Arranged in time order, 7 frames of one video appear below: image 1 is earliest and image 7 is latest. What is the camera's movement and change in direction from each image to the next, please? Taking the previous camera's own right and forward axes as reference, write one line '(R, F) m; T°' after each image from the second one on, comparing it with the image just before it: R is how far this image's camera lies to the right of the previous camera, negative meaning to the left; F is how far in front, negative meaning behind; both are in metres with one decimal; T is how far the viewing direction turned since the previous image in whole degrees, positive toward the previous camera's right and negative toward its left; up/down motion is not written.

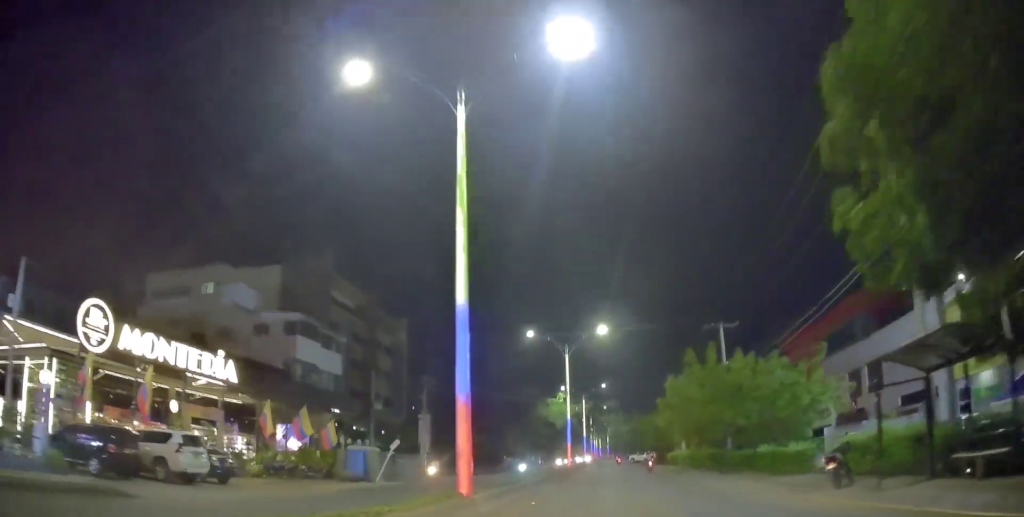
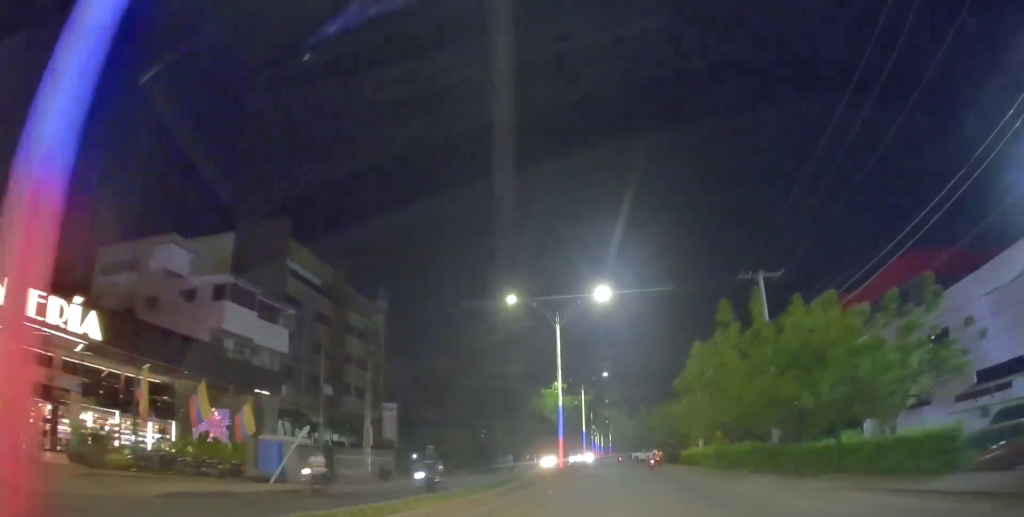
(-0.4, +10.7) m; -2°
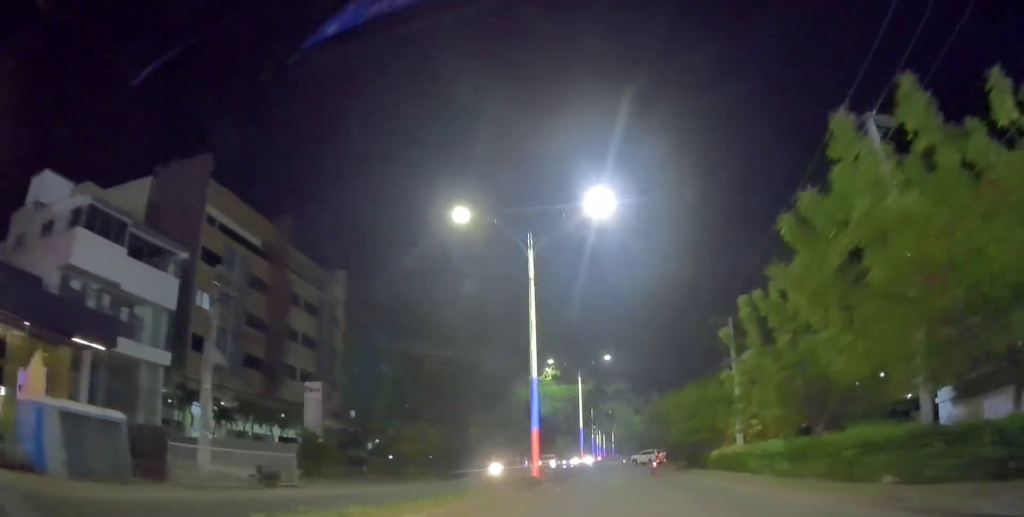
(-0.1, +14.3) m; +1°
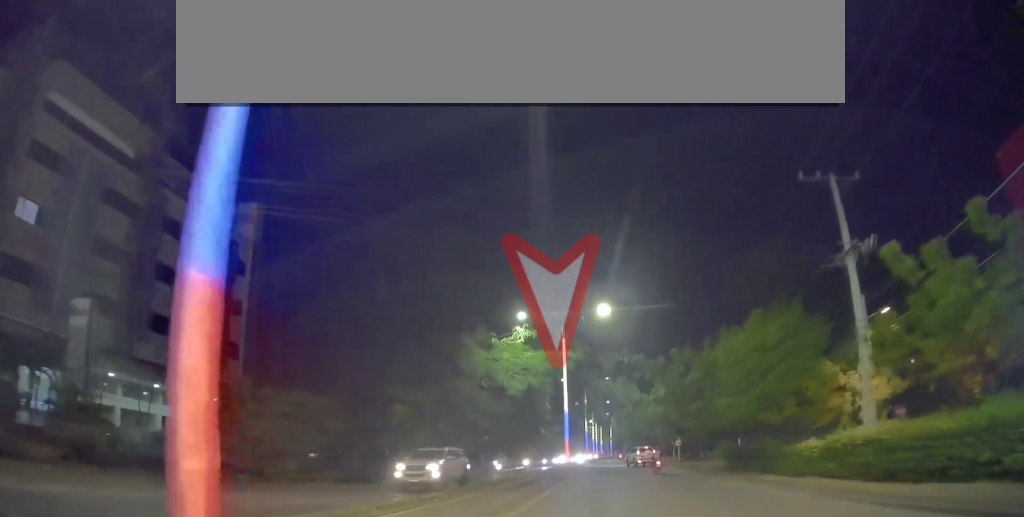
(+0.4, +19.7) m; +1°
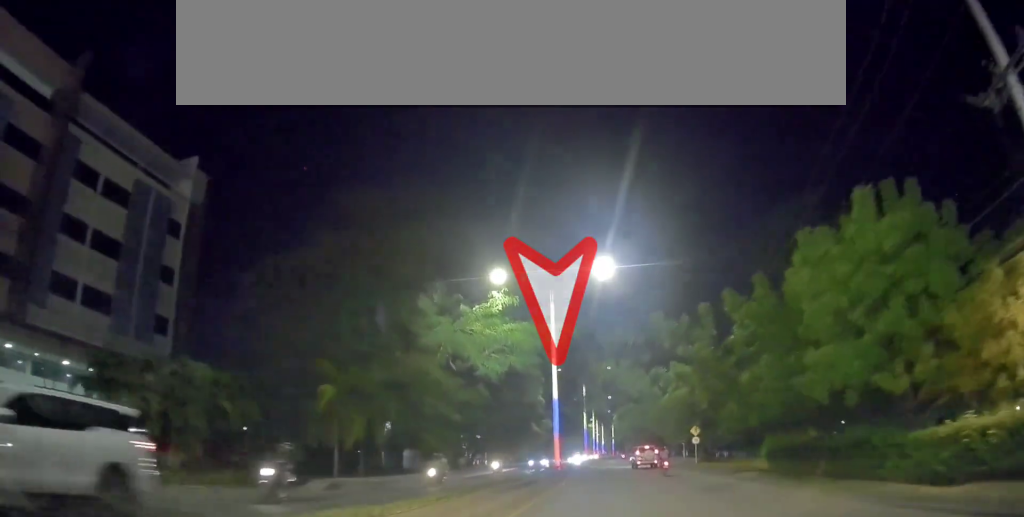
(+0.1, +10.2) m; -1°
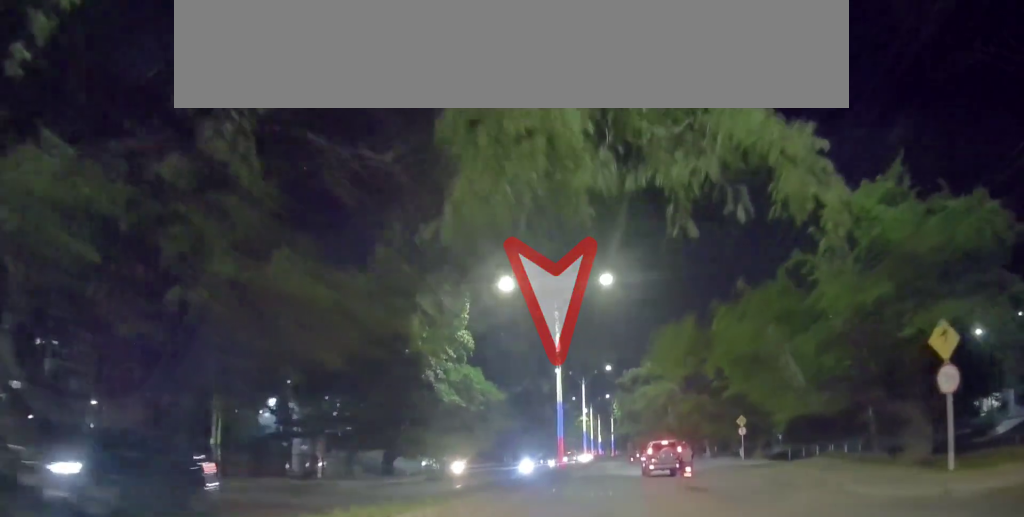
(-0.5, +36.3) m; -1°
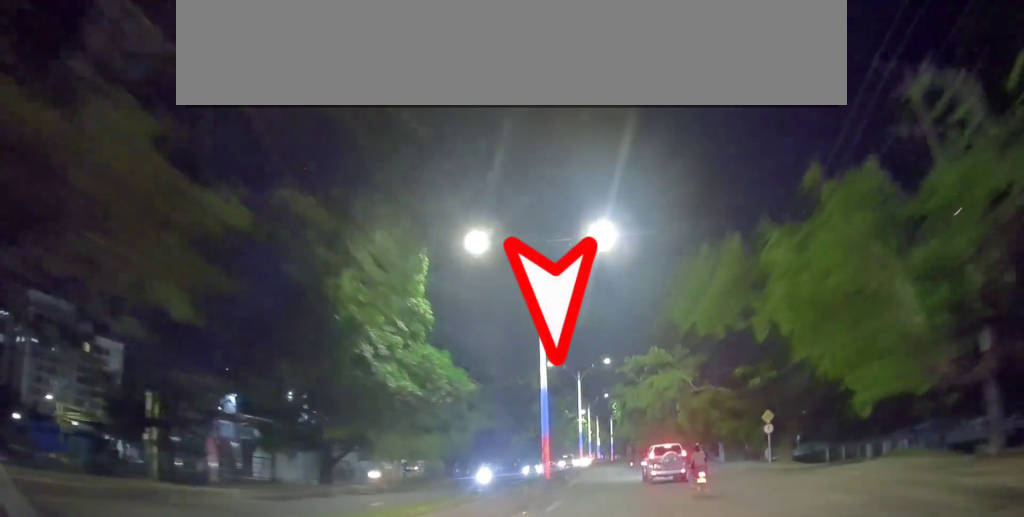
(+0.1, +8.5) m; 0°
